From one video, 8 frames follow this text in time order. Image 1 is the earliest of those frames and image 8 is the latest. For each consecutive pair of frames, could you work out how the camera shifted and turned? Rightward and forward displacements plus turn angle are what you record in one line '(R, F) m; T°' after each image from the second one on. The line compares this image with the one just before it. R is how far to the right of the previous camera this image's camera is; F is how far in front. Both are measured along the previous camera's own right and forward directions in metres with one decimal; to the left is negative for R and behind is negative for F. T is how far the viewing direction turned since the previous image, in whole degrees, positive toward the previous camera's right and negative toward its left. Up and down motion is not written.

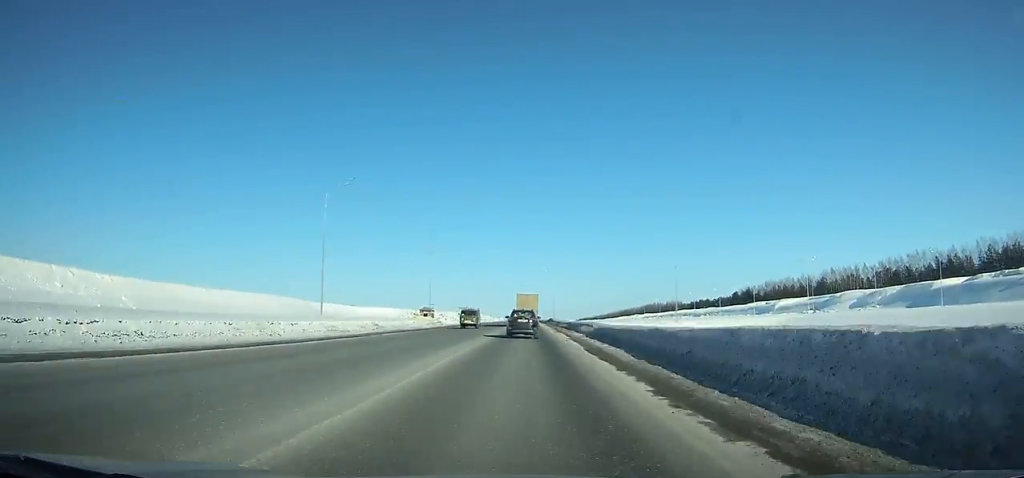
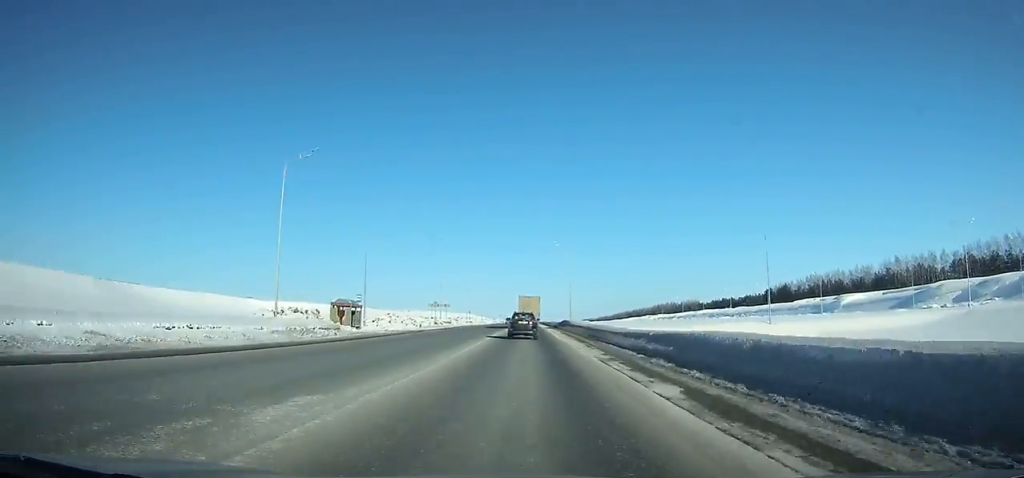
(0.0, +48.7) m; 0°
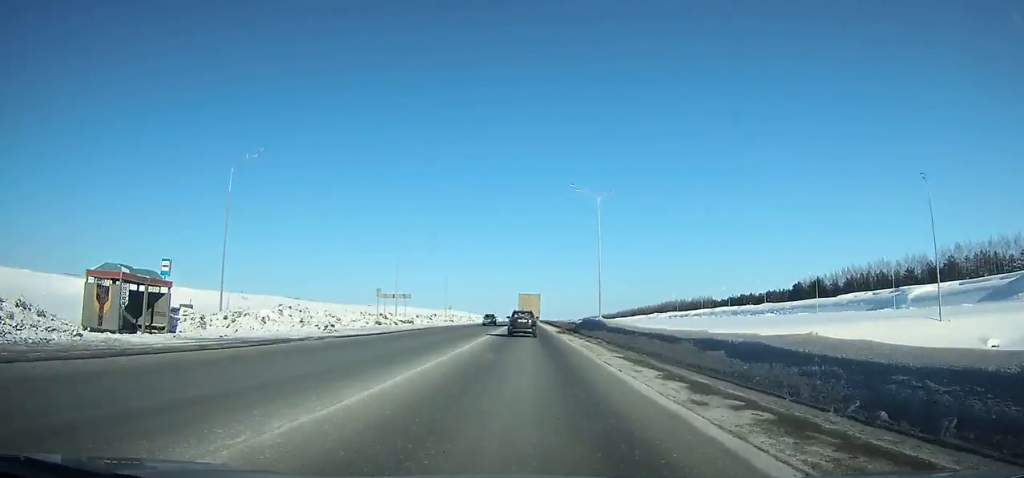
(0.0, +34.1) m; 0°
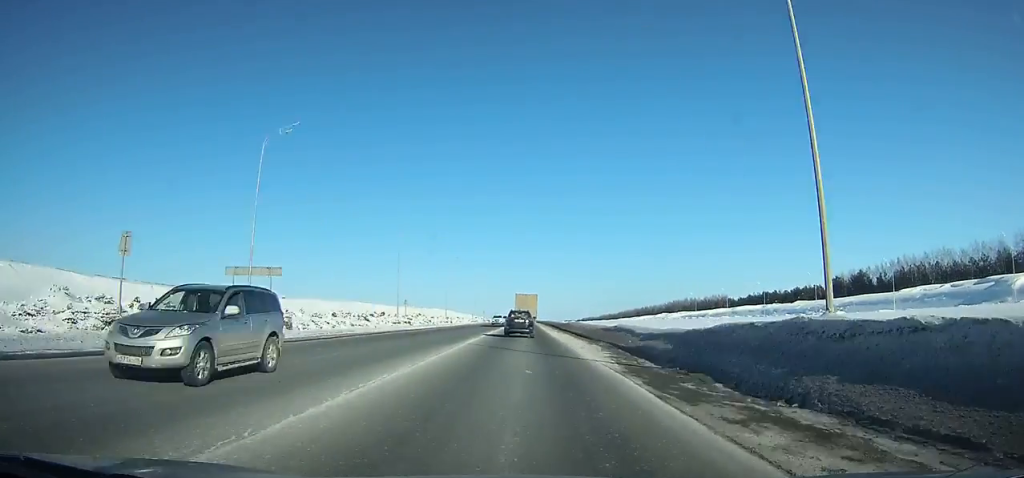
(0.0, +36.5) m; 0°
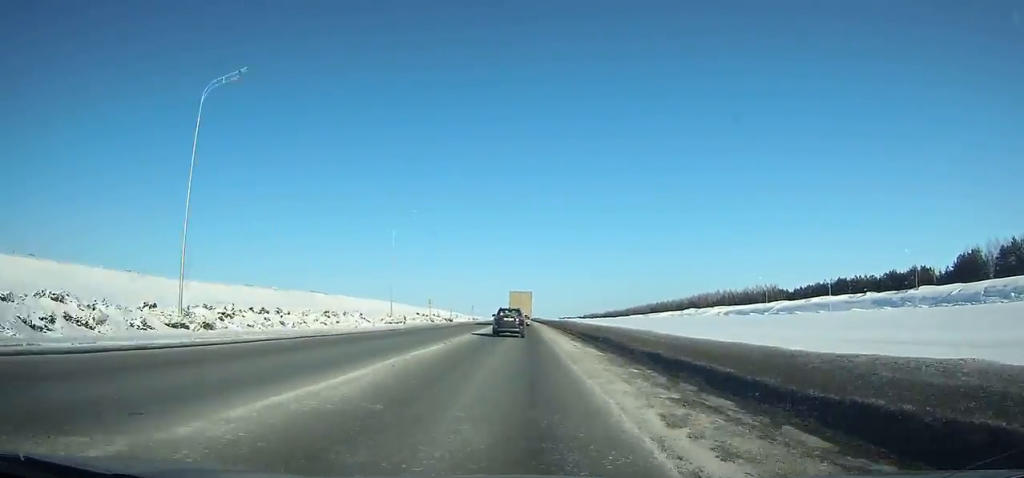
(-0.2, +80.0) m; -1°
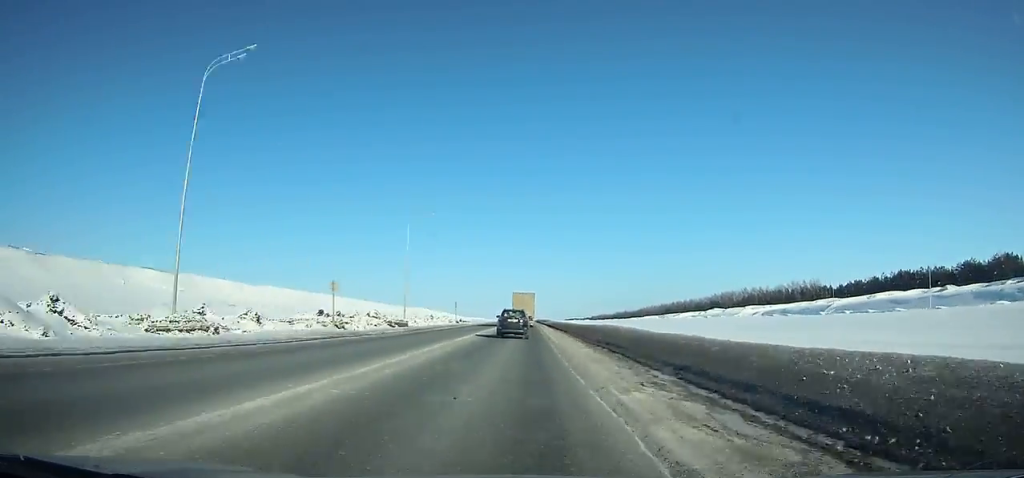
(-0.2, +39.1) m; 0°
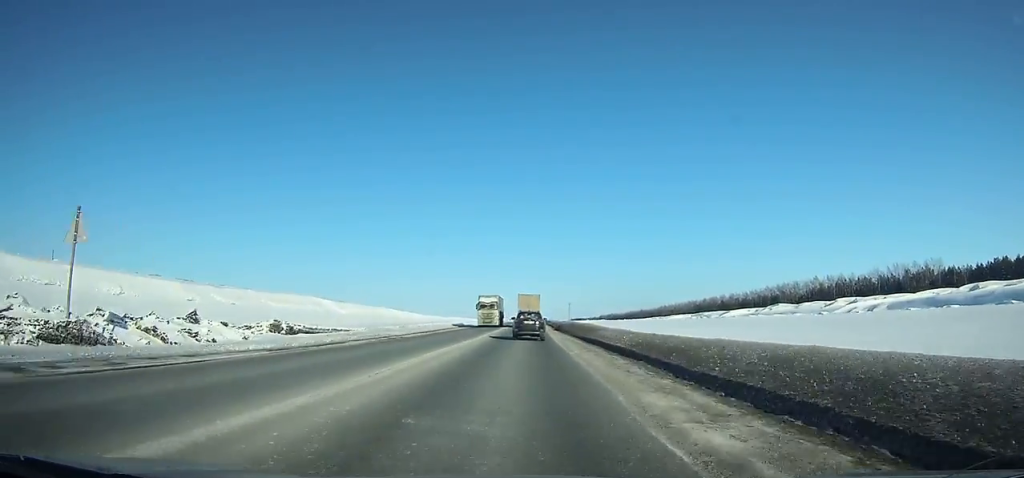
(-0.3, +82.6) m; 0°
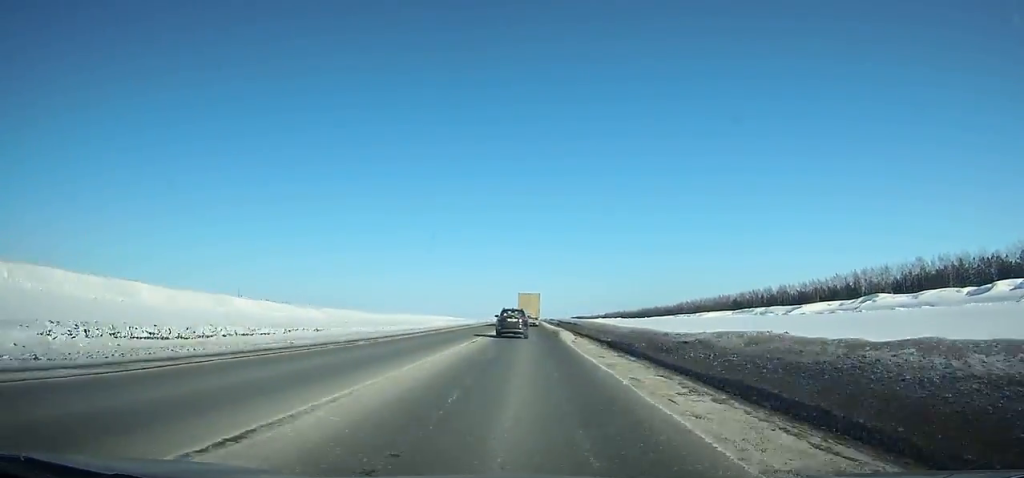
(+0.1, +74.2) m; 0°
